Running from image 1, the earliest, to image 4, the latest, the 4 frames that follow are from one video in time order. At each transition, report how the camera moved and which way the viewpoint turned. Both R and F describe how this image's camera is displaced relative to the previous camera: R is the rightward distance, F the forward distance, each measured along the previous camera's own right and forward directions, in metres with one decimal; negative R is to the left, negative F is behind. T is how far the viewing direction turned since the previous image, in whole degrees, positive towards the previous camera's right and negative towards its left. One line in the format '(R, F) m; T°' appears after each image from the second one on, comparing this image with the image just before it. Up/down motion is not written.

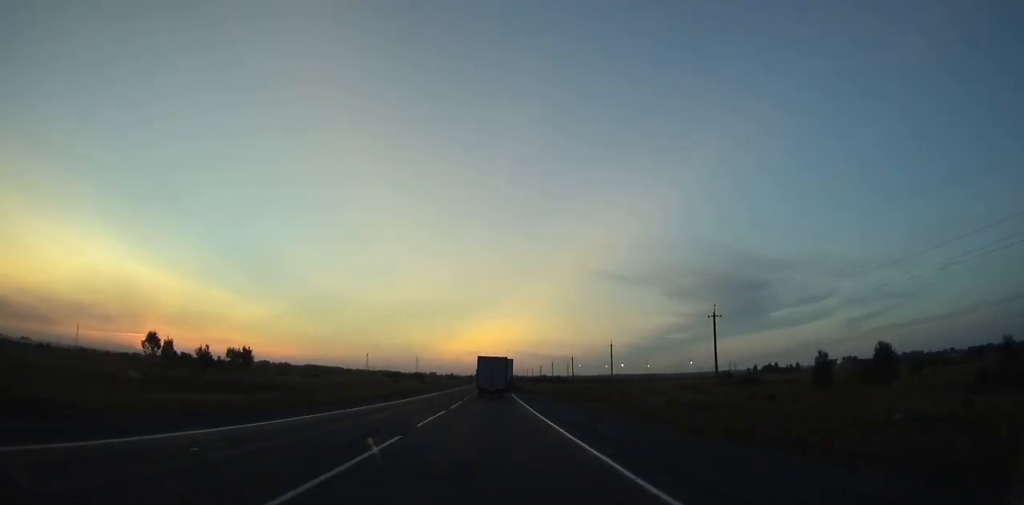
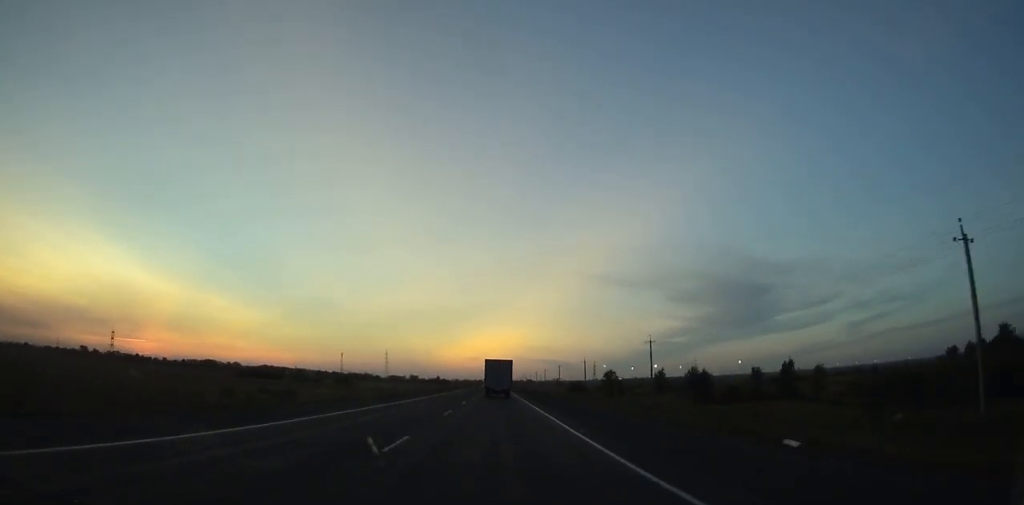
(+0.1, +348.9) m; 0°
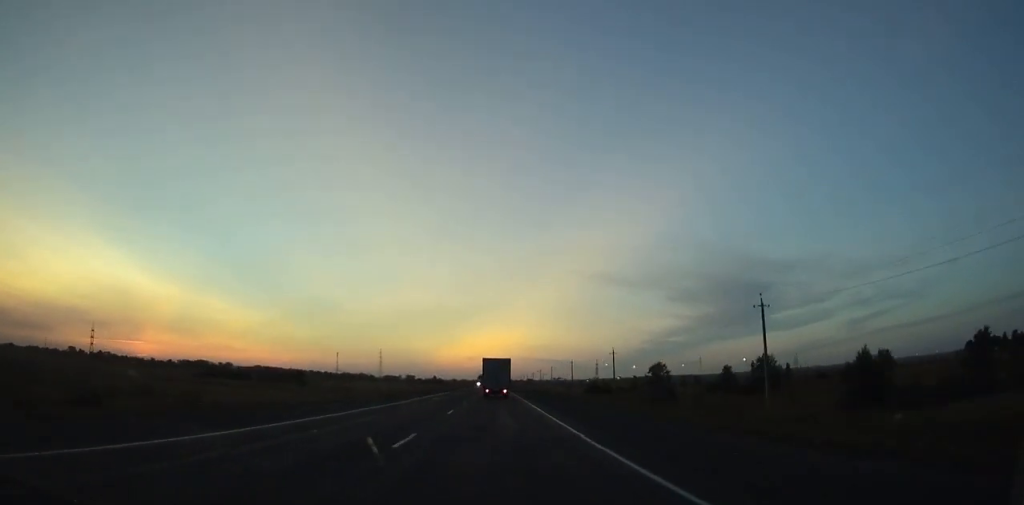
(0.0, +33.5) m; 0°
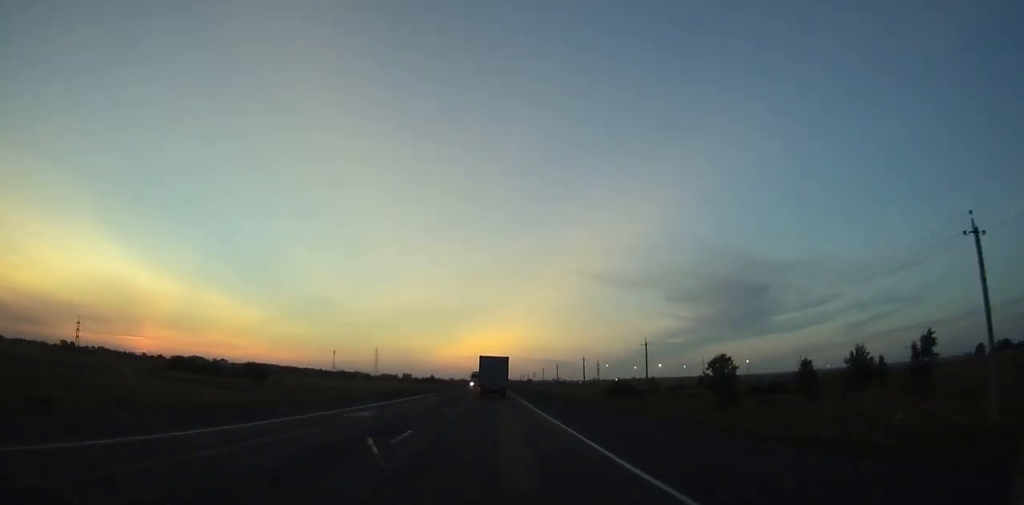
(+0.1, +23.3) m; 0°
